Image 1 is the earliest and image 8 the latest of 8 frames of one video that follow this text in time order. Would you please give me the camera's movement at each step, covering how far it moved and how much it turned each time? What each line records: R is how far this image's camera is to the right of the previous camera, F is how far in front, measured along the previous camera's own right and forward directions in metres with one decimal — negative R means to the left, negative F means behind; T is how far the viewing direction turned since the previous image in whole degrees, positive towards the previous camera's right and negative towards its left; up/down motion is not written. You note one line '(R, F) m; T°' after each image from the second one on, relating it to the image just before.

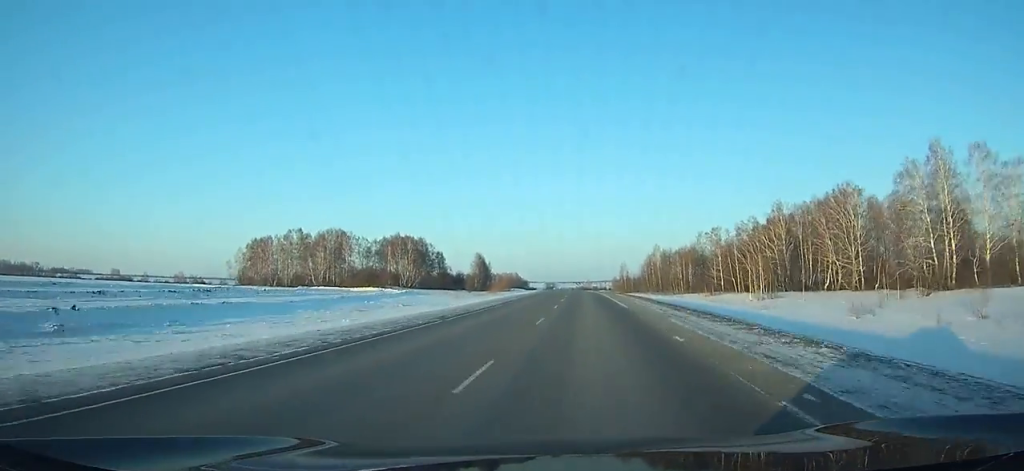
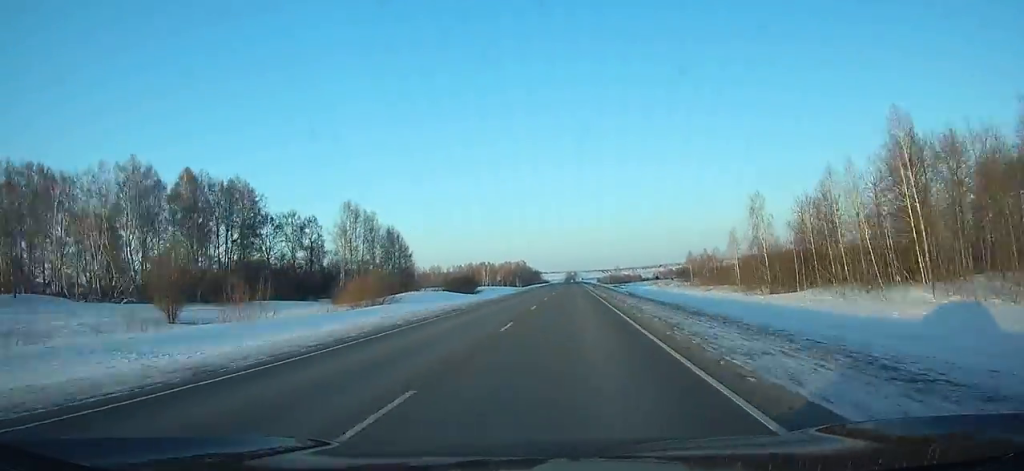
(-2.7, +147.6) m; -2°
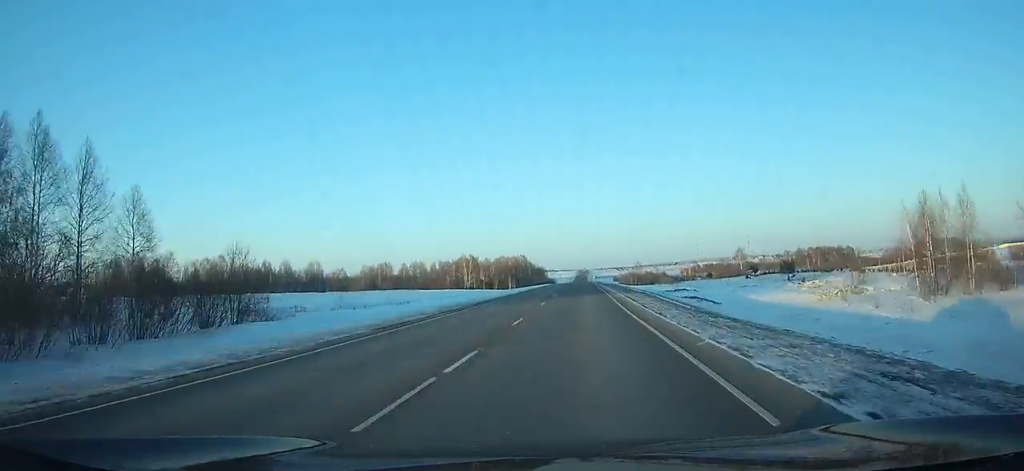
(-1.0, +82.6) m; -1°
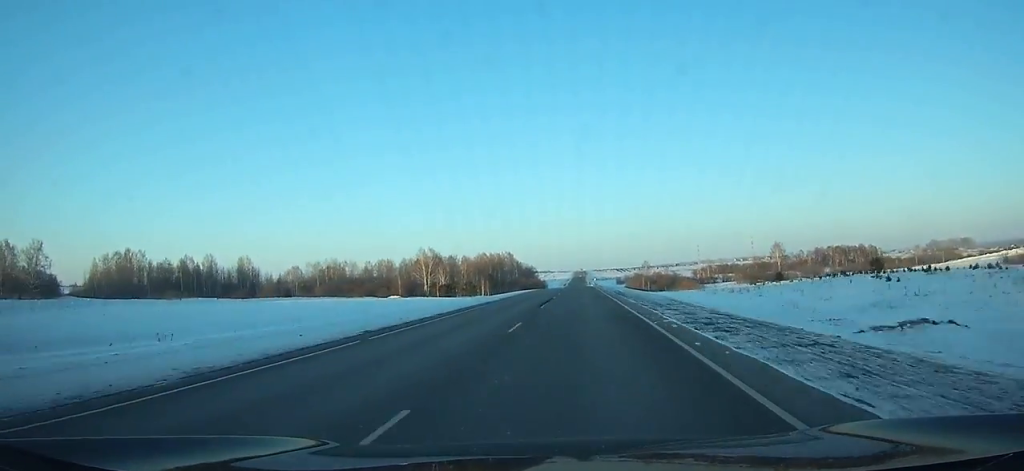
(-0.3, +63.9) m; 0°
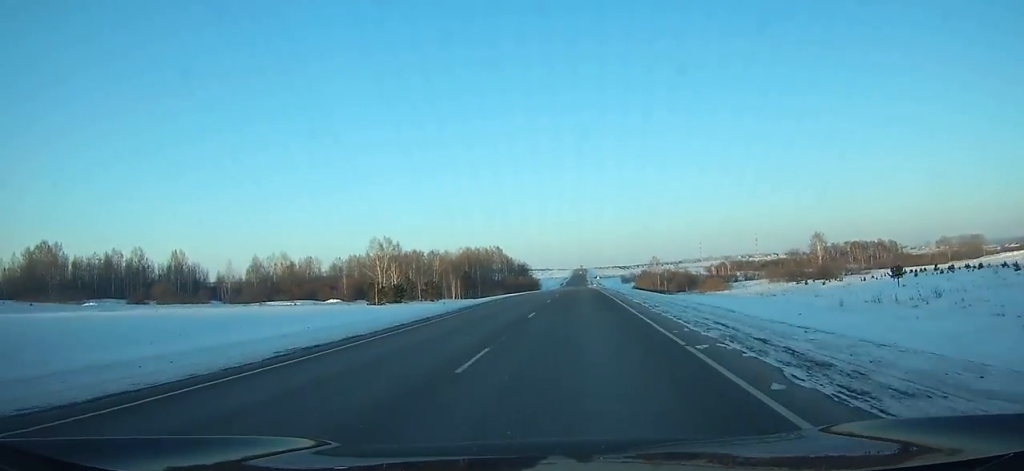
(0.0, +43.0) m; 0°
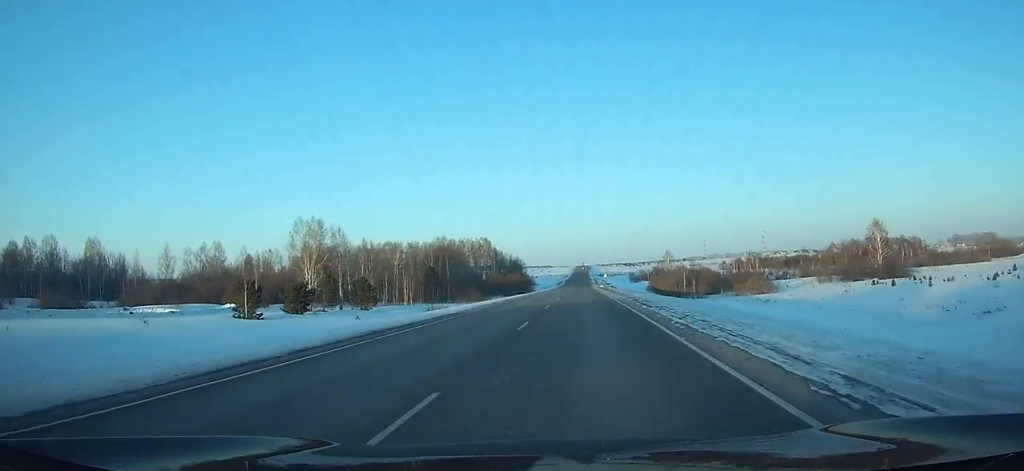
(0.0, +40.0) m; 0°
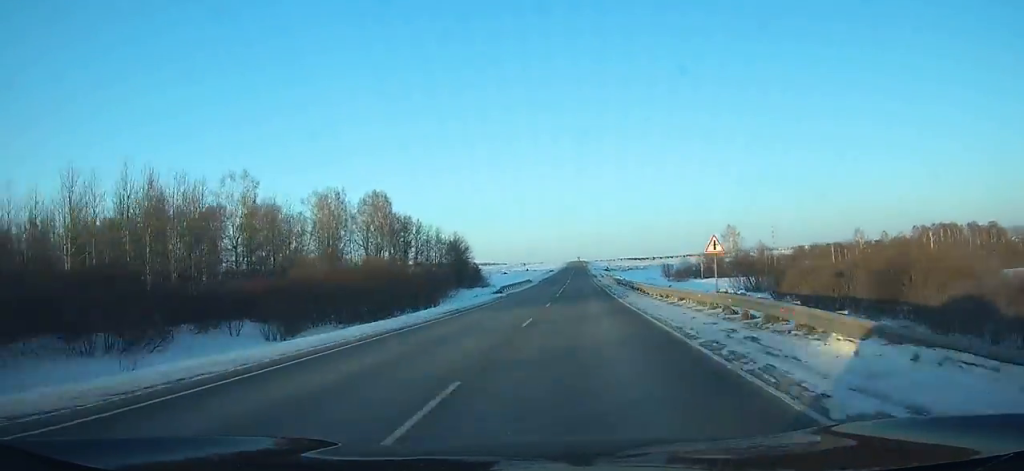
(+0.4, +119.3) m; 0°
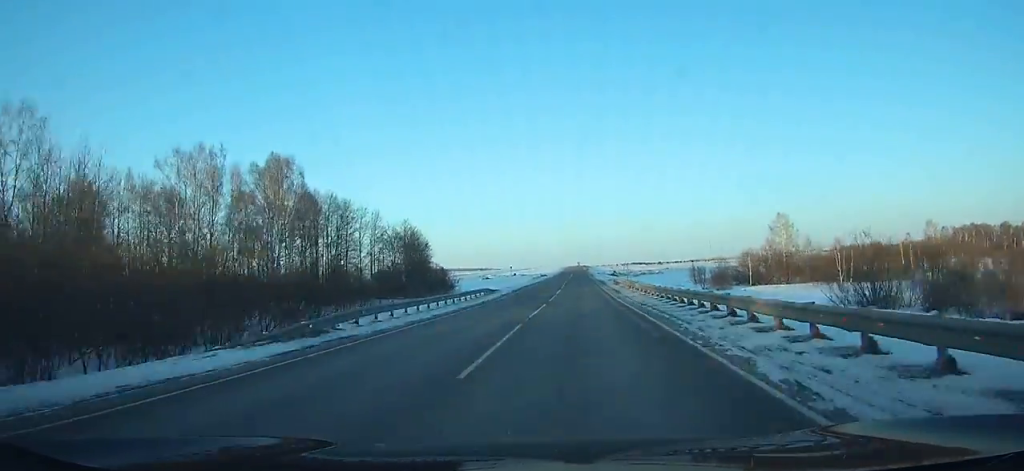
(+0.1, +39.8) m; 0°
